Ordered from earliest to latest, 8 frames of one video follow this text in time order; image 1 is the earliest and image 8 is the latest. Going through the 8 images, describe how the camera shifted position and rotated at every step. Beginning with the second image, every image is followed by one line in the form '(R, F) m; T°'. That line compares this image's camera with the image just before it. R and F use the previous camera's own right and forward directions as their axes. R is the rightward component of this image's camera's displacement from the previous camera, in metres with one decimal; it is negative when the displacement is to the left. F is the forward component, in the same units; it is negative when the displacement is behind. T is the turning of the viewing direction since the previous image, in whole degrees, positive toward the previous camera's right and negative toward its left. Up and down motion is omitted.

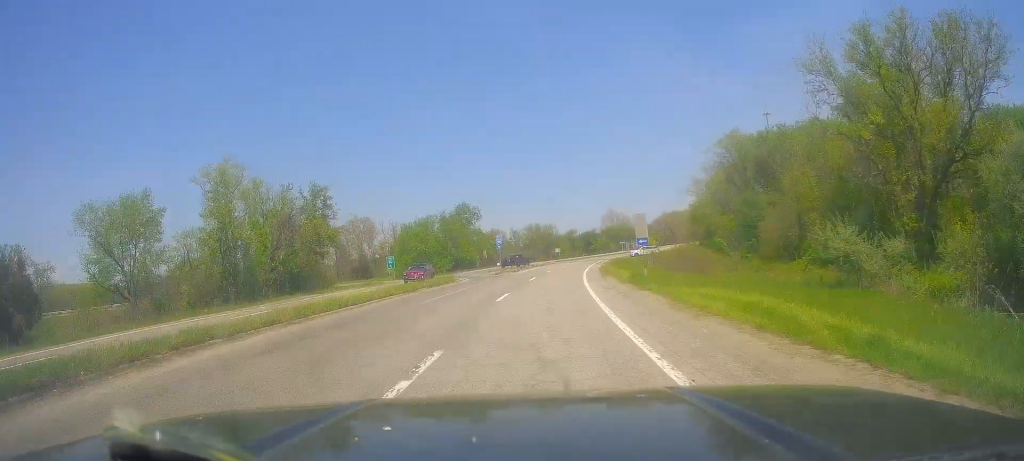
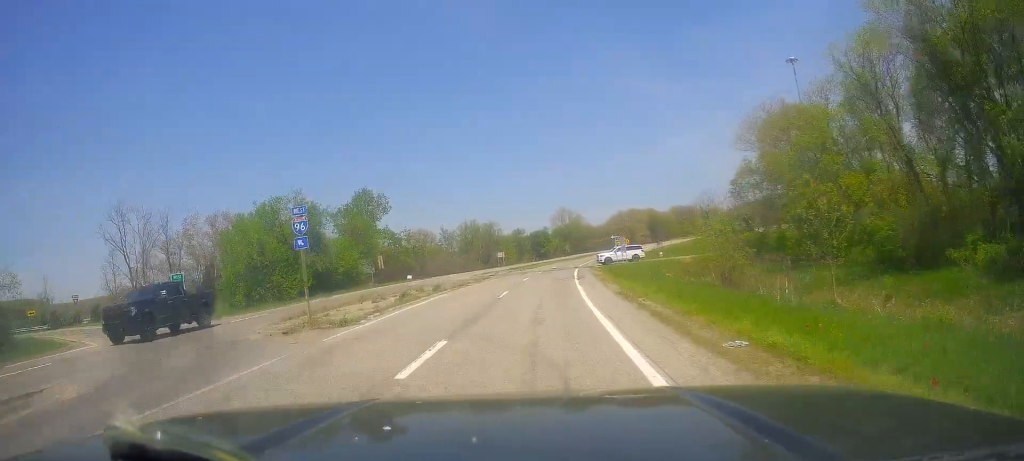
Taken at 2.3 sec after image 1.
(+1.1, +45.4) m; +4°
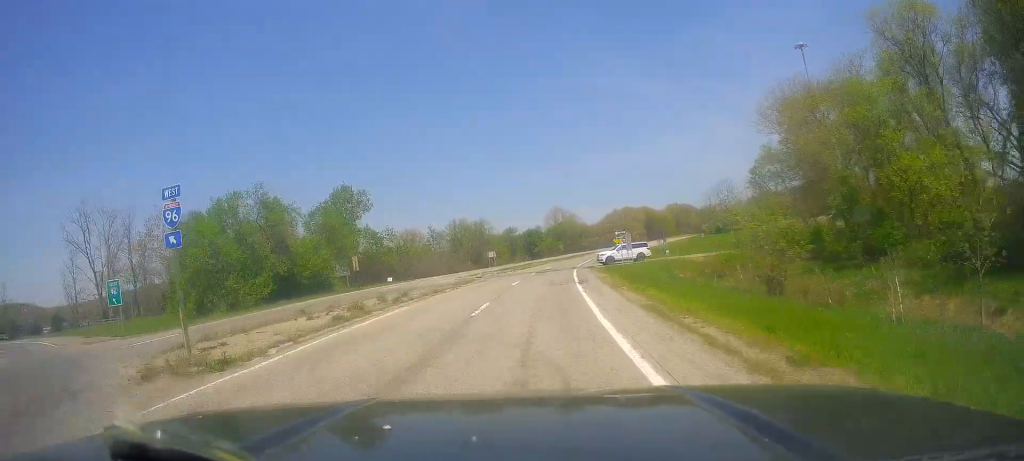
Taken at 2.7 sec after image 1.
(0.0, +7.5) m; +1°
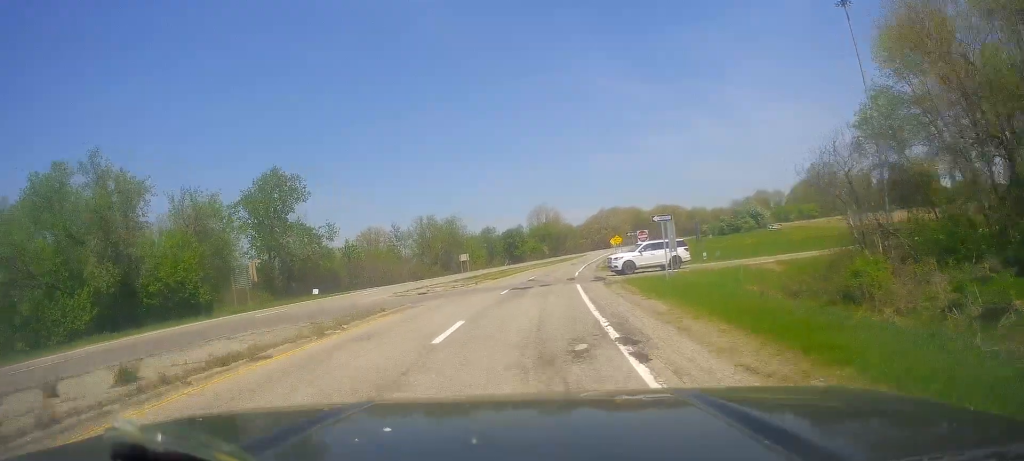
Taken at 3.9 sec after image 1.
(+0.4, +20.9) m; +4°
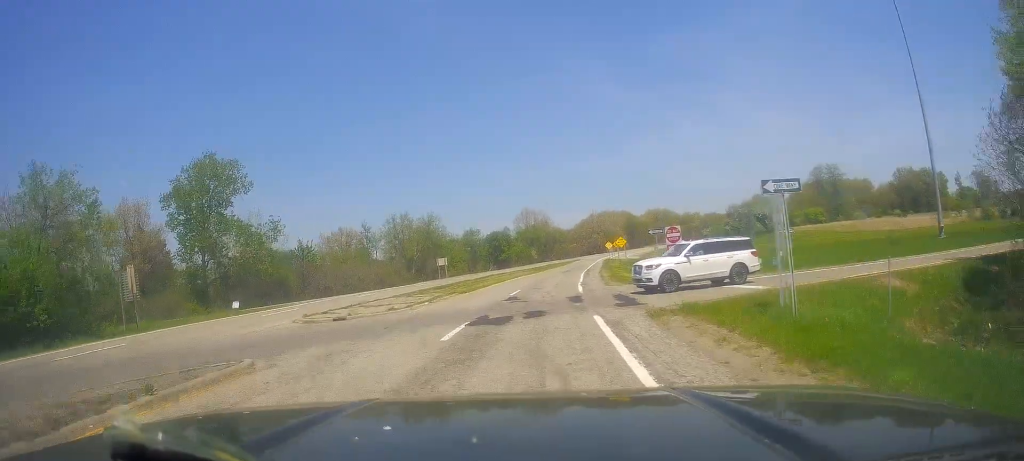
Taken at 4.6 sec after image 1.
(+0.6, +14.0) m; +2°
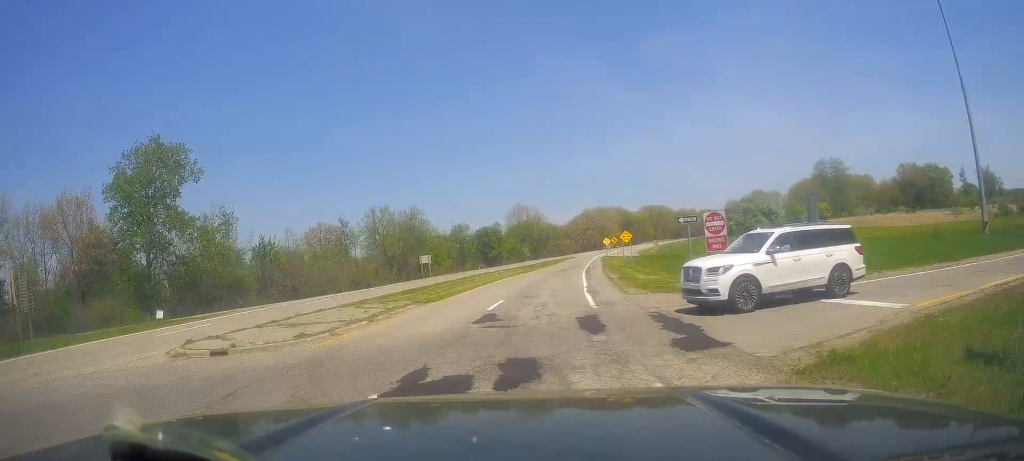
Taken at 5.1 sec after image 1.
(+0.3, +9.1) m; +1°
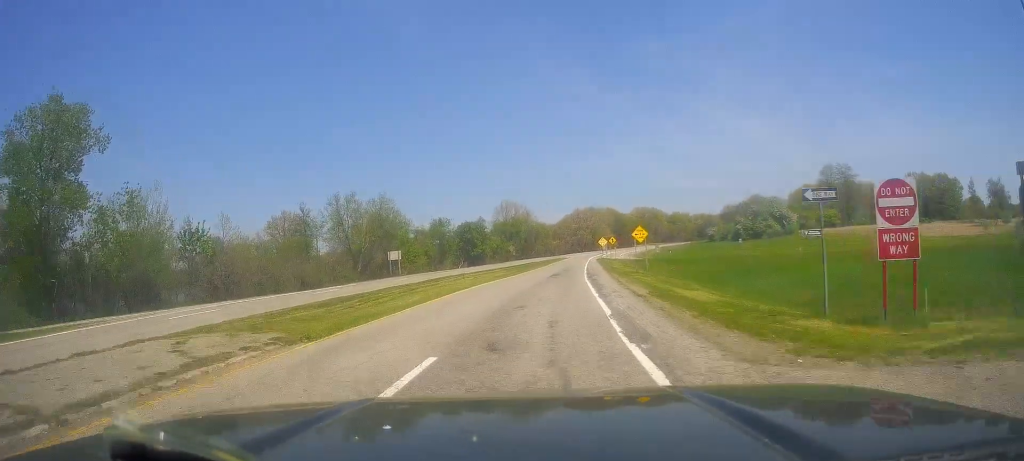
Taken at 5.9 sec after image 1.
(-0.3, +13.5) m; +1°
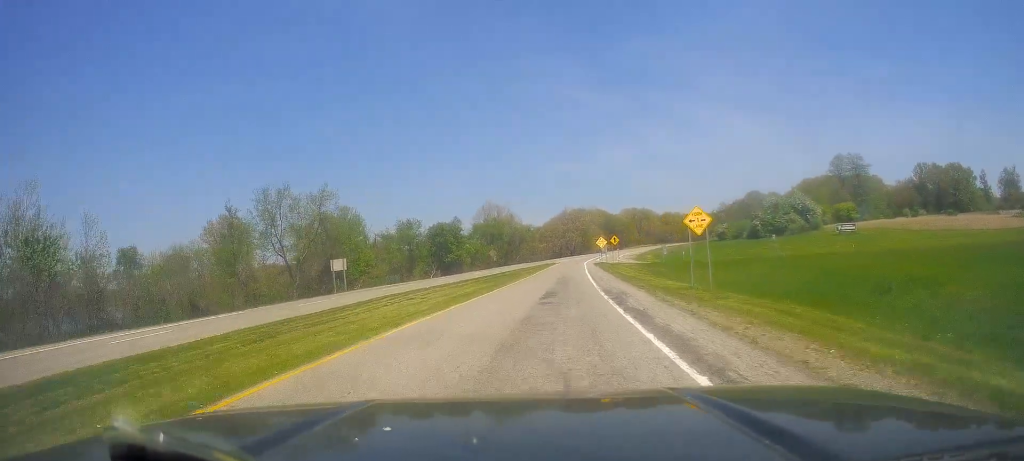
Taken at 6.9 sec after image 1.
(+0.5, +19.0) m; 0°
